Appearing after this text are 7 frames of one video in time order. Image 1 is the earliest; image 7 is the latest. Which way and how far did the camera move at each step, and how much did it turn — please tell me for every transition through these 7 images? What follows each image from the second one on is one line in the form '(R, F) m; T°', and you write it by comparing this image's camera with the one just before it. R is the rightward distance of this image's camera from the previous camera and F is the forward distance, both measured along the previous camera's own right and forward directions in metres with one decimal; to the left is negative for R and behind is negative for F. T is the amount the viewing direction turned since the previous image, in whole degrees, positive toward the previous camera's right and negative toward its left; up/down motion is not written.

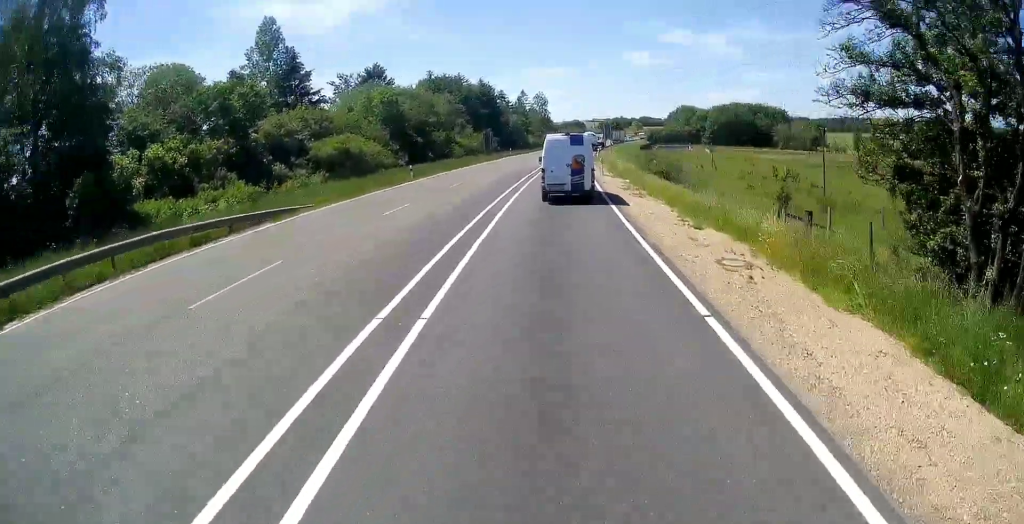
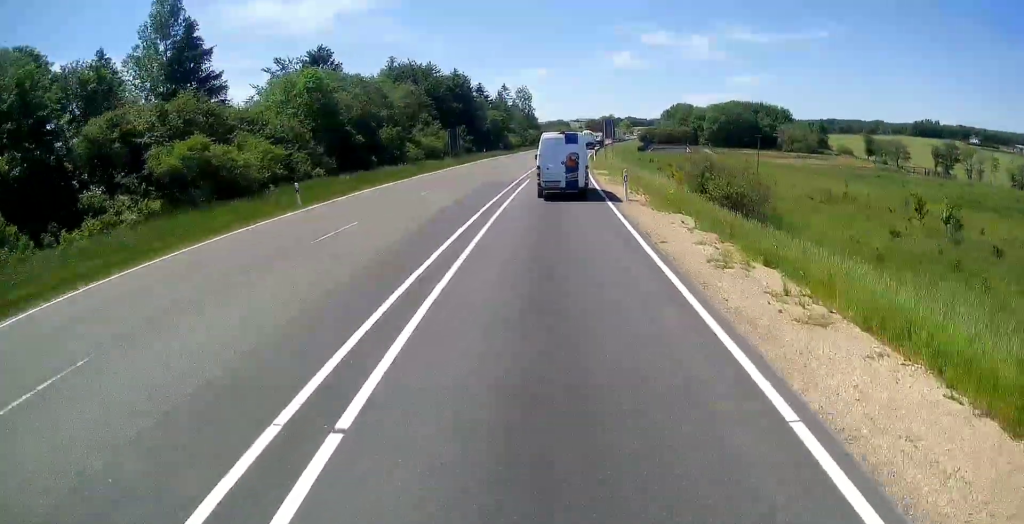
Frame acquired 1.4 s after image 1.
(-0.1, +18.2) m; 0°
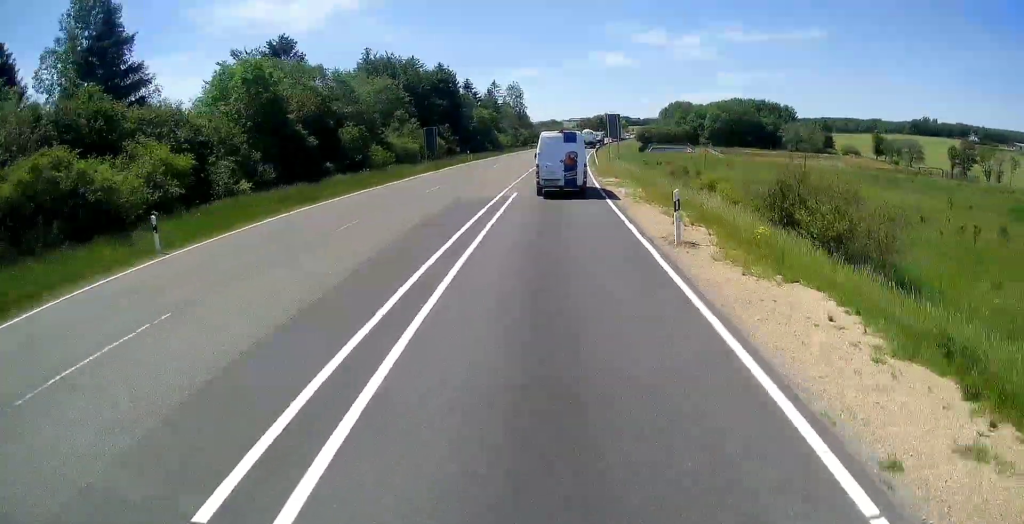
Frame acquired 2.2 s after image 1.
(0.0, +10.0) m; 0°
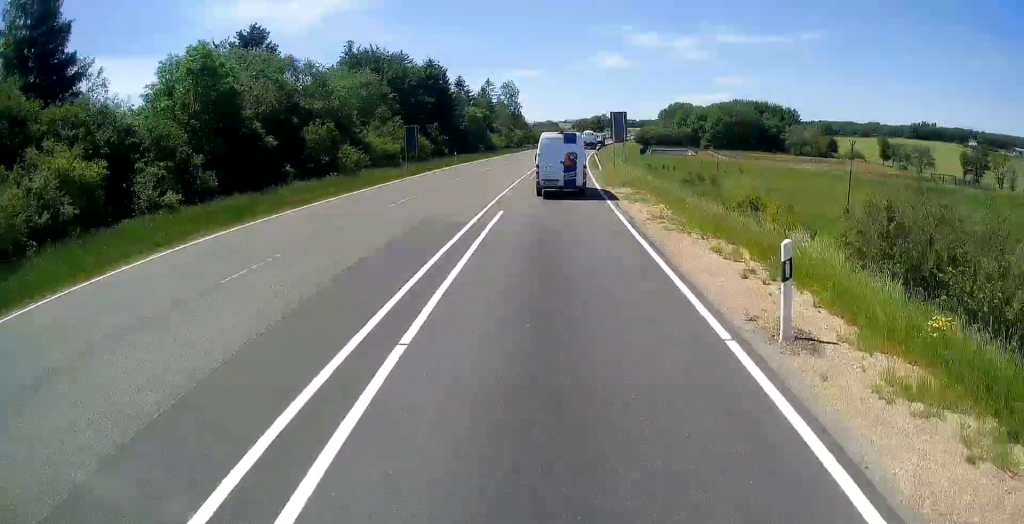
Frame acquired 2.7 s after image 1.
(0.0, +6.6) m; +1°
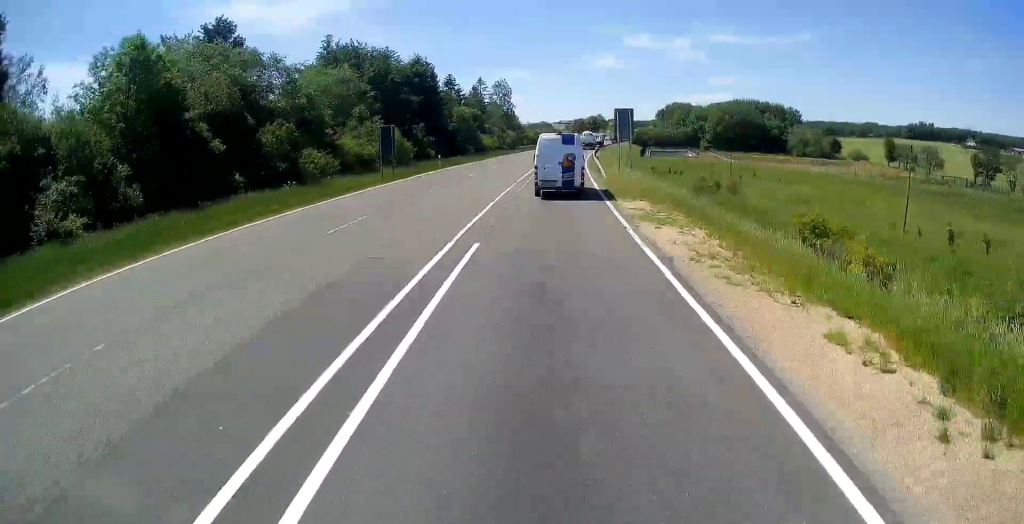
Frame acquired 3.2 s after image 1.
(0.0, +6.2) m; +1°
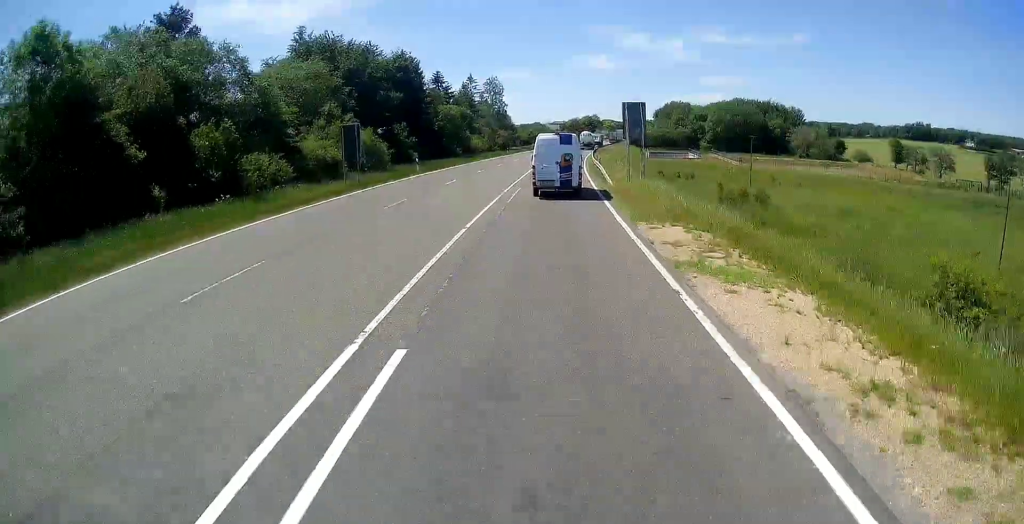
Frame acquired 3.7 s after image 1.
(0.0, +7.0) m; +1°
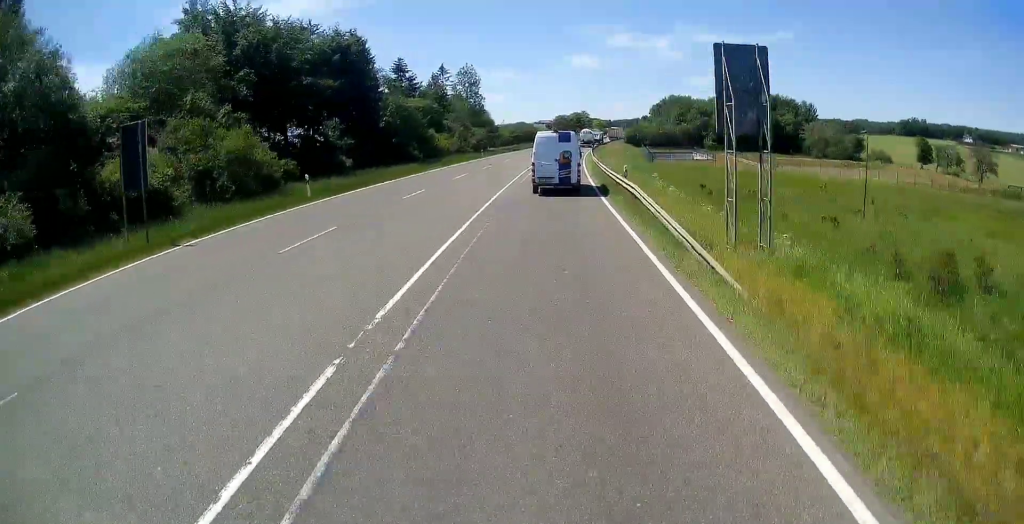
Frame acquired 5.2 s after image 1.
(+0.4, +20.0) m; +2°
